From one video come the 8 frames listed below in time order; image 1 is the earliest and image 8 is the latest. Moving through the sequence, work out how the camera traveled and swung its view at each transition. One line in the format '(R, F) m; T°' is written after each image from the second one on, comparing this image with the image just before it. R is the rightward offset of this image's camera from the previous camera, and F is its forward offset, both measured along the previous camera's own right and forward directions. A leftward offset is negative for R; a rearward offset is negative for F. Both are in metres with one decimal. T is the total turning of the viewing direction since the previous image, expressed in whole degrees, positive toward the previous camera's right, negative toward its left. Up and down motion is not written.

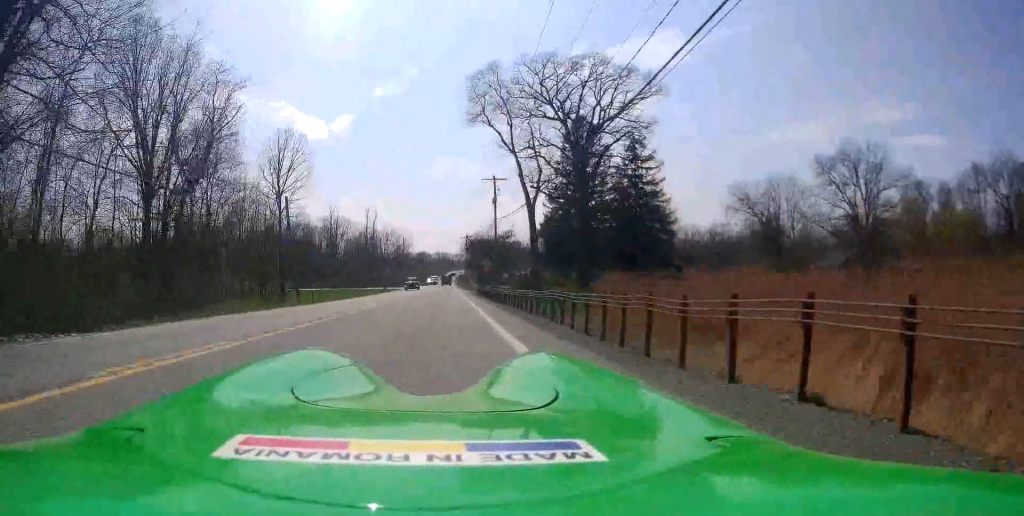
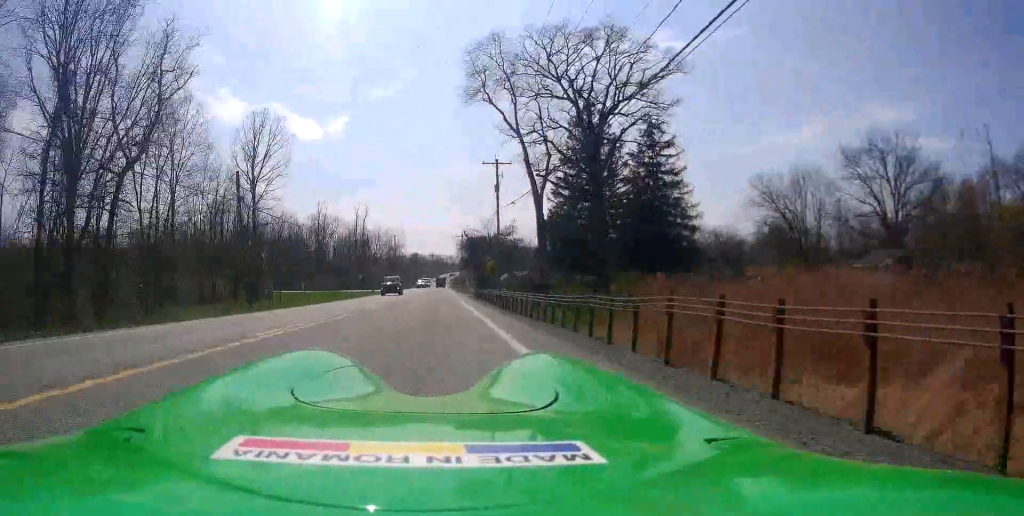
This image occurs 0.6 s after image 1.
(+0.1, +8.3) m; +2°
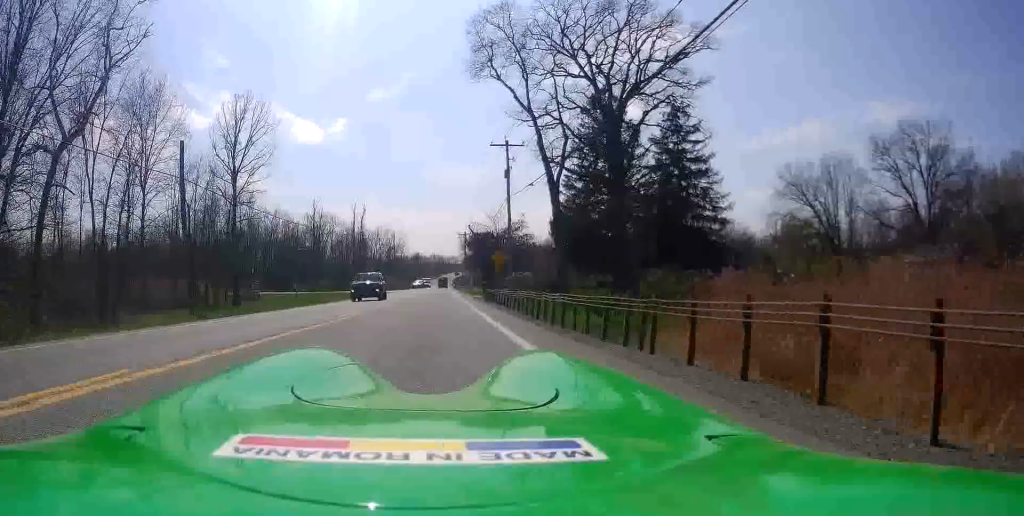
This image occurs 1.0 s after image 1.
(+0.1, +6.6) m; 0°
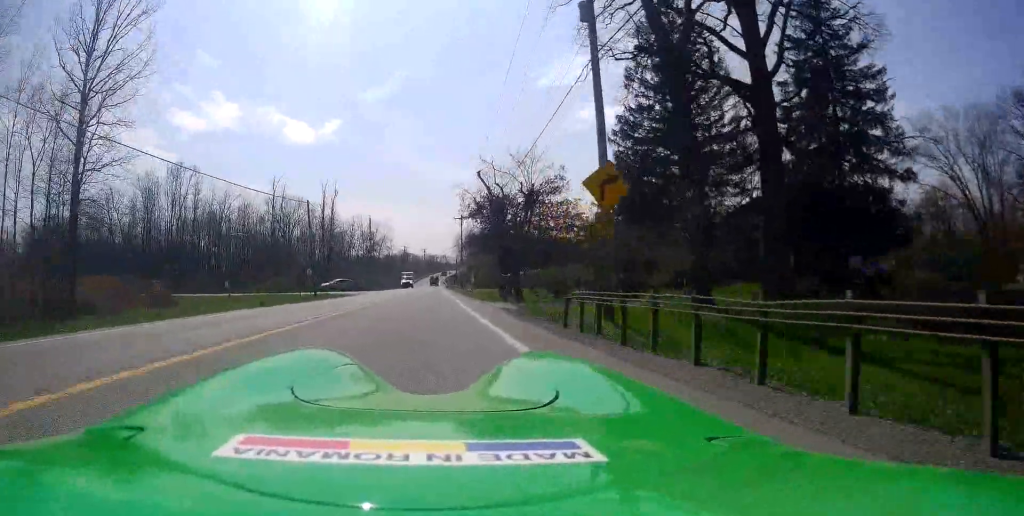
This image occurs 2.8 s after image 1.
(-0.7, +26.0) m; -3°
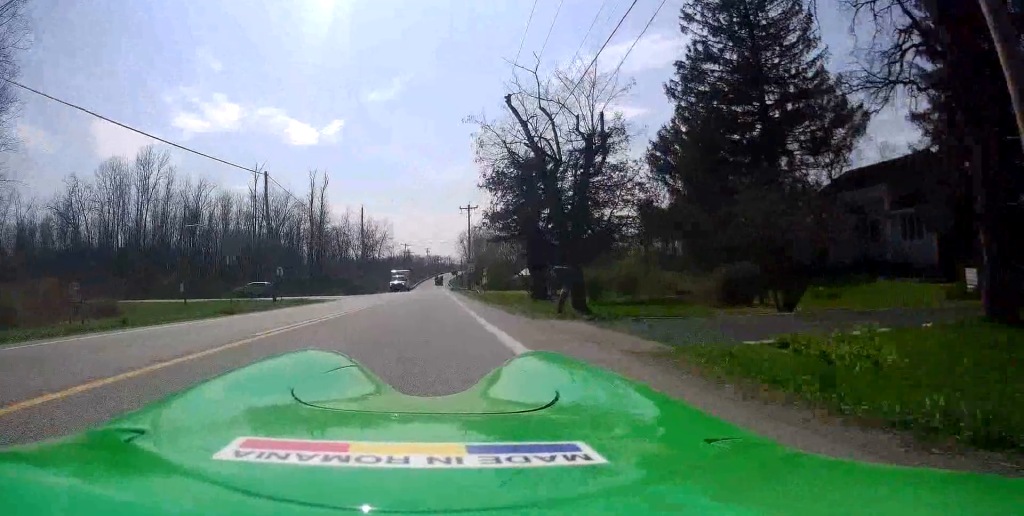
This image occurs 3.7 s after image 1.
(+0.1, +12.9) m; 0°
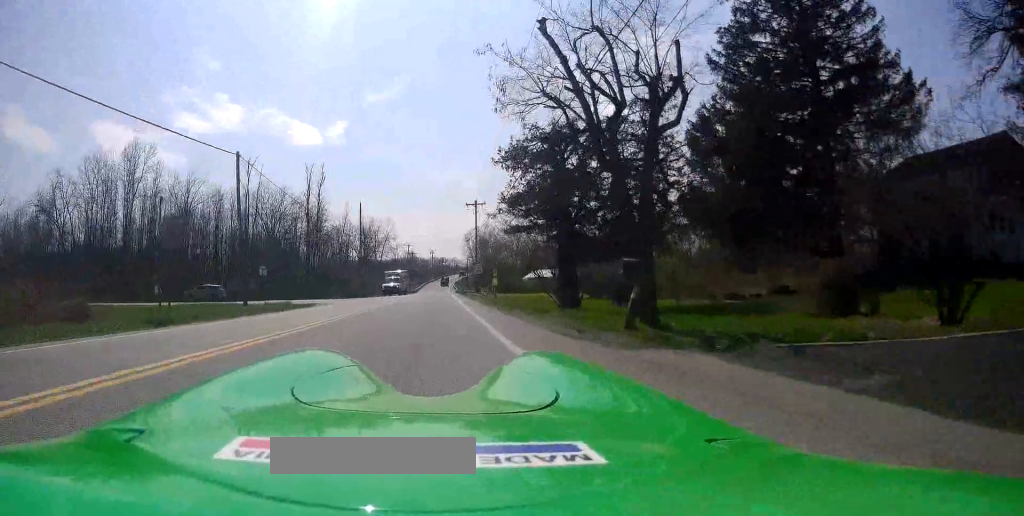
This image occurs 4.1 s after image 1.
(0.0, +6.2) m; +1°
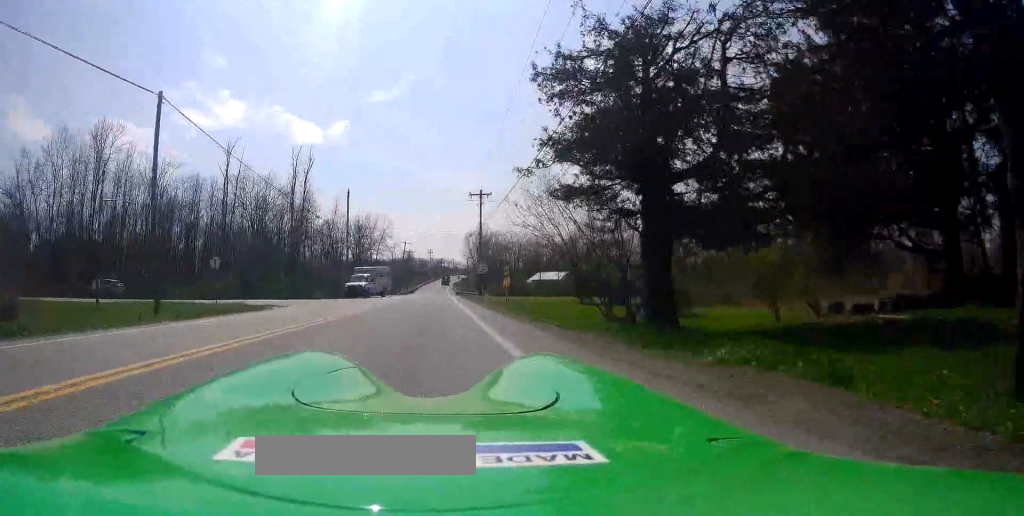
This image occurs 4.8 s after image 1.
(-0.2, +9.2) m; +2°
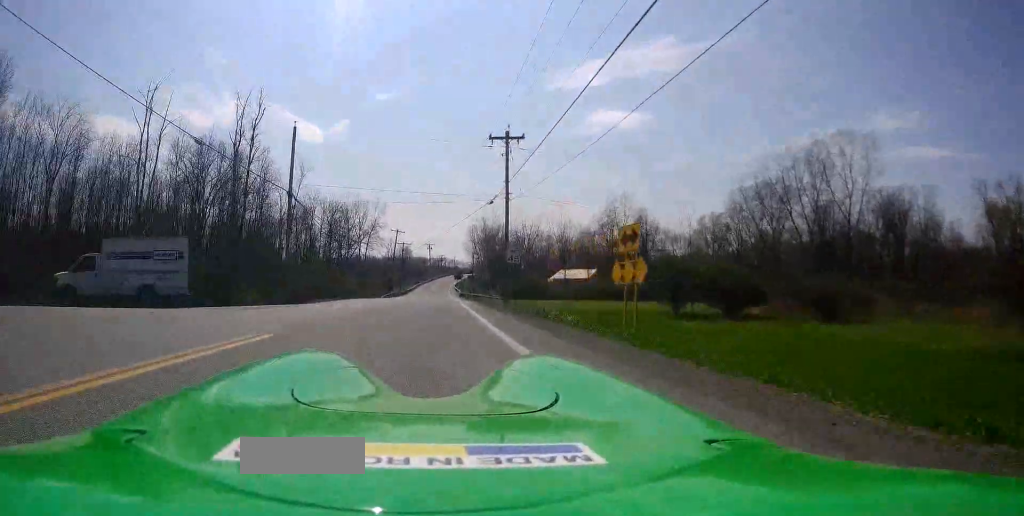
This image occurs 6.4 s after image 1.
(+0.7, +24.1) m; -3°
